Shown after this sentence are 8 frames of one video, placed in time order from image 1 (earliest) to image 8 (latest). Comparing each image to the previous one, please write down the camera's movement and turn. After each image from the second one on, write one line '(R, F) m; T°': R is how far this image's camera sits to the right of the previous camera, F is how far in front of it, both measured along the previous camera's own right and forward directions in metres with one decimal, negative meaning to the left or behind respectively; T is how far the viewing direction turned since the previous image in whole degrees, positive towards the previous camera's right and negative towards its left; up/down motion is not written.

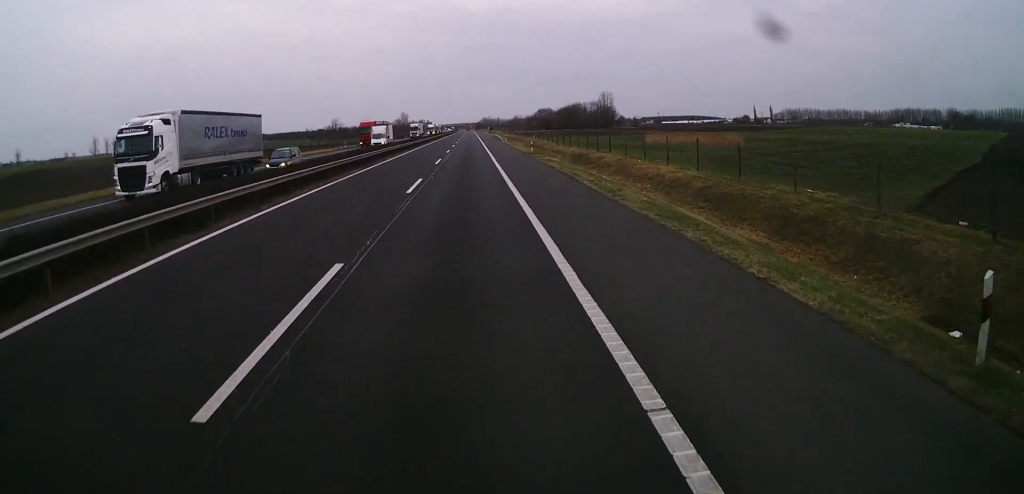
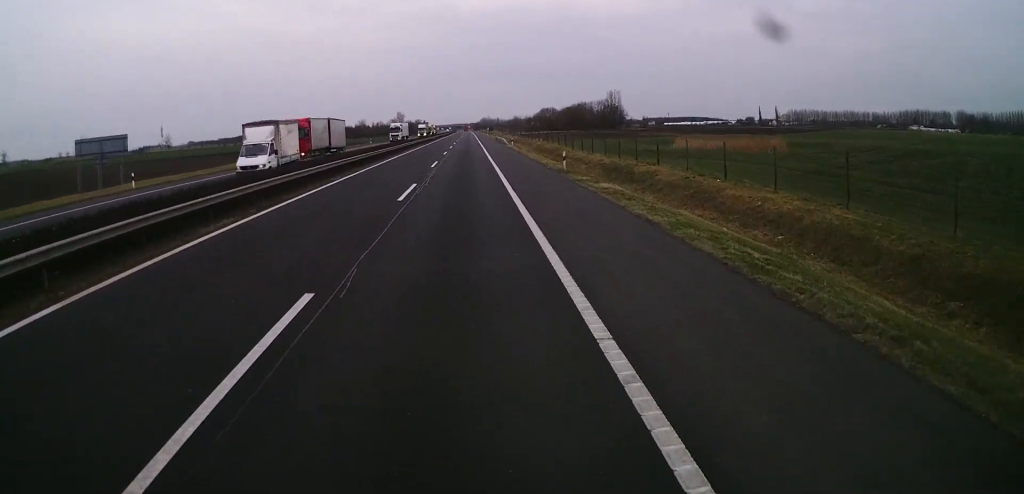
(-0.5, +20.0) m; 0°
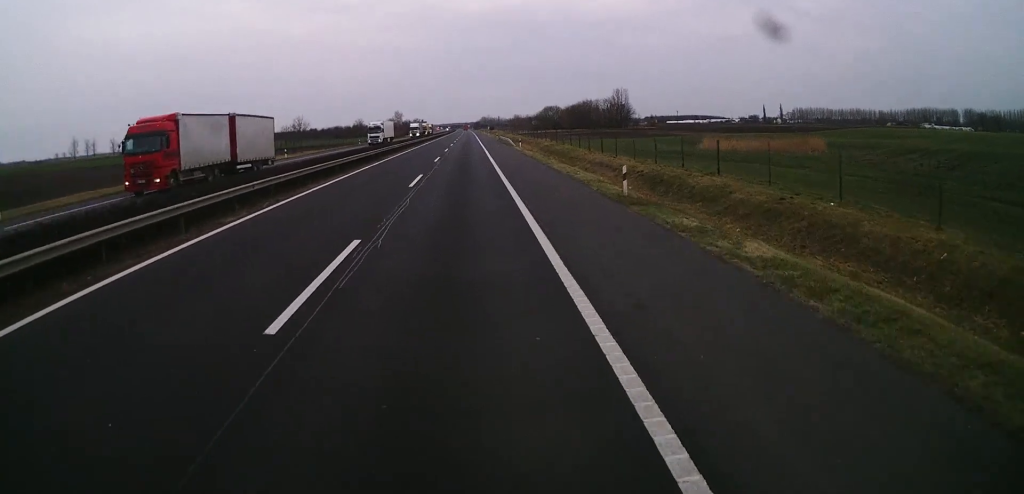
(+0.3, +13.9) m; +1°
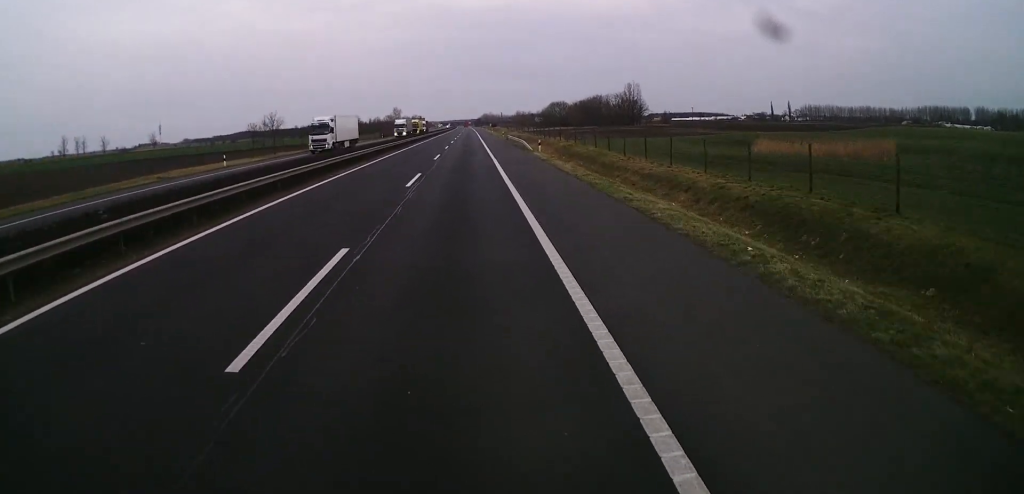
(+0.2, +19.3) m; 0°
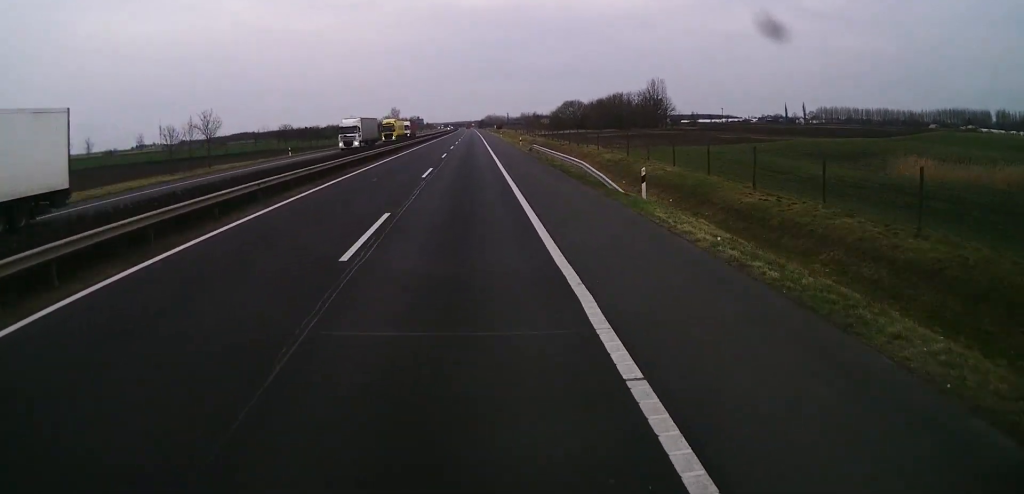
(-0.4, +30.9) m; -1°
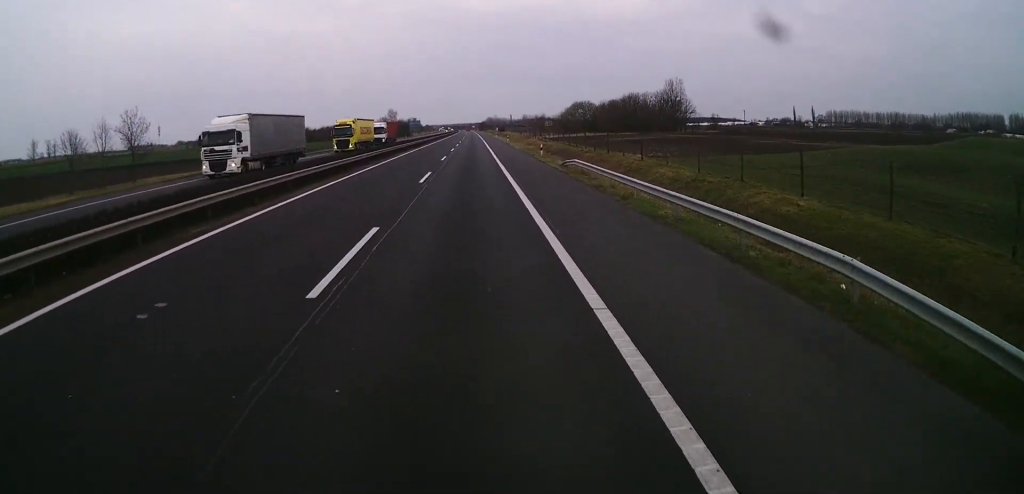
(+0.1, +20.8) m; 0°
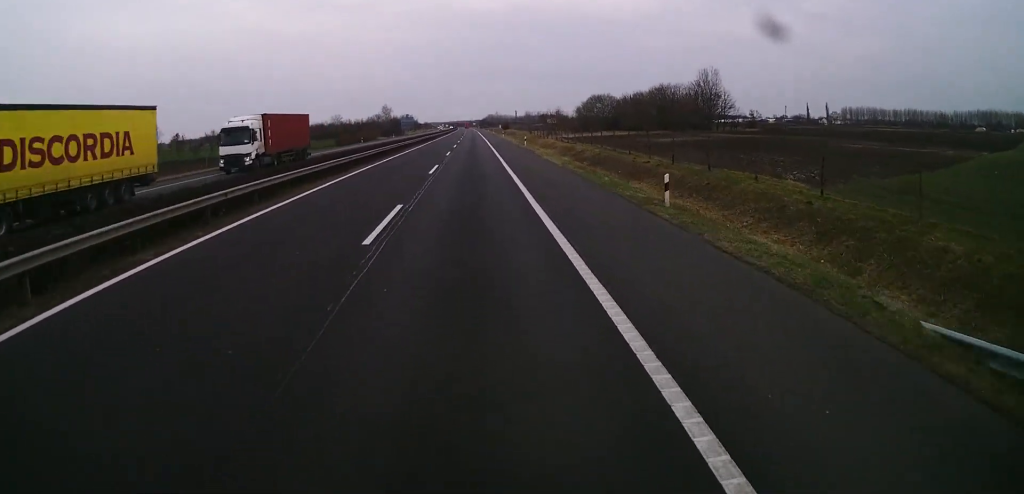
(-0.1, +32.4) m; 0°
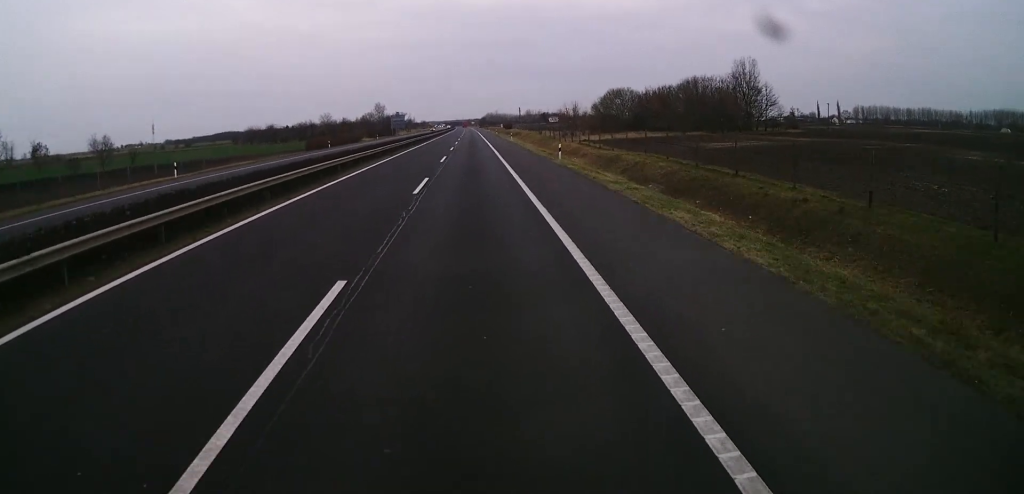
(+0.2, +27.0) m; 0°
